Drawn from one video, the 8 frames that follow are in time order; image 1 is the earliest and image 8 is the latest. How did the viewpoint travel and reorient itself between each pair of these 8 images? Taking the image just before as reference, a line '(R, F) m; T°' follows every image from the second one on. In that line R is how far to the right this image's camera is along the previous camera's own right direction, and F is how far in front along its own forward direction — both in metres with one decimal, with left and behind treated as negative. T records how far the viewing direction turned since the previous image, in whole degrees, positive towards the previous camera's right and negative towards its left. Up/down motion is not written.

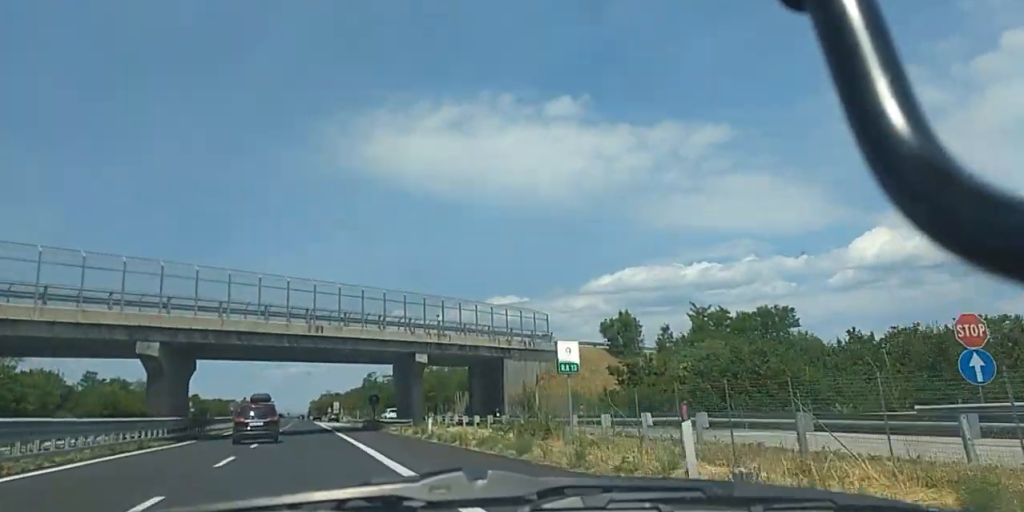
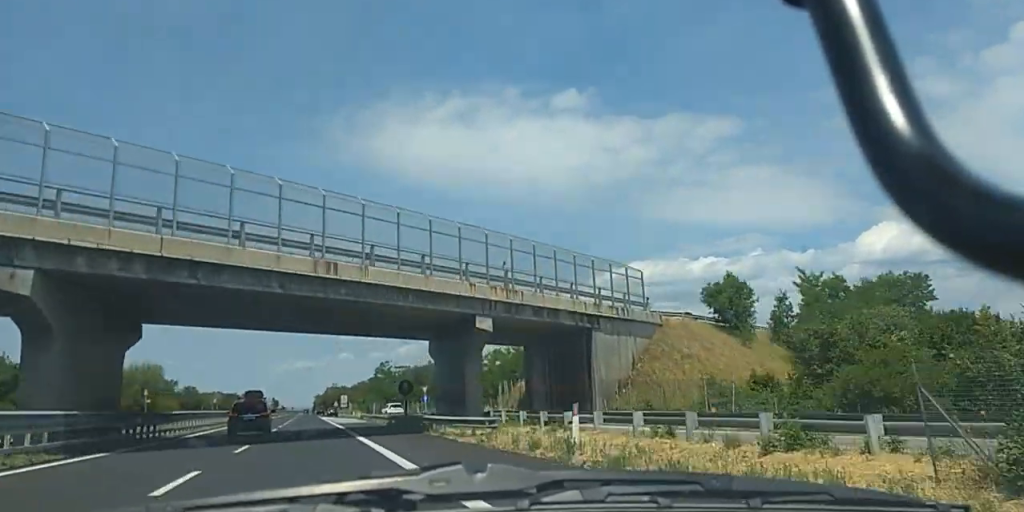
(+0.1, +20.1) m; 0°
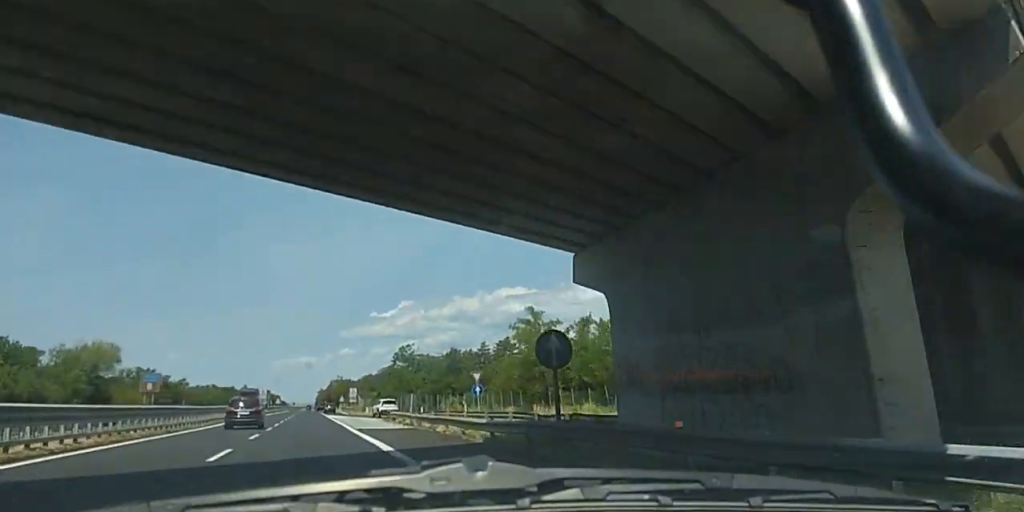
(-0.2, +30.5) m; +1°
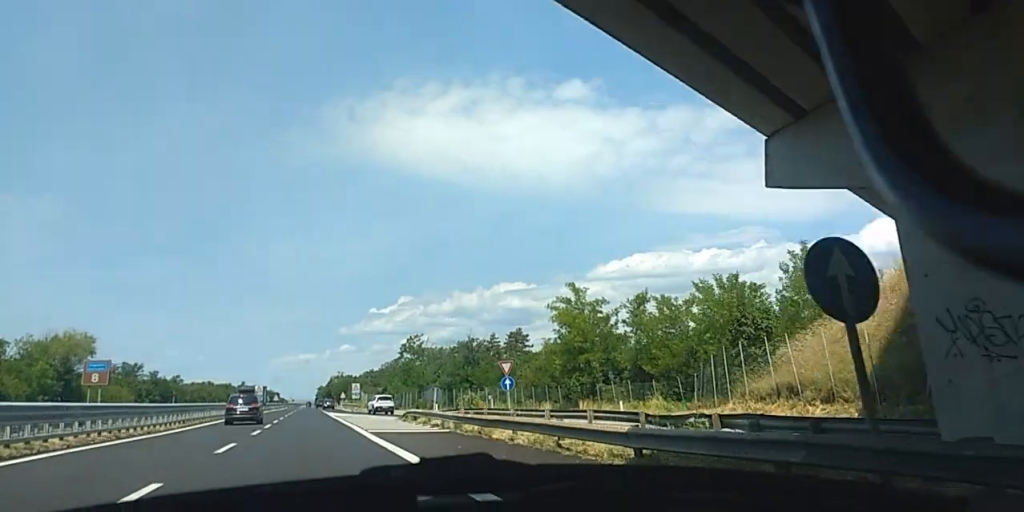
(0.0, +10.7) m; +1°
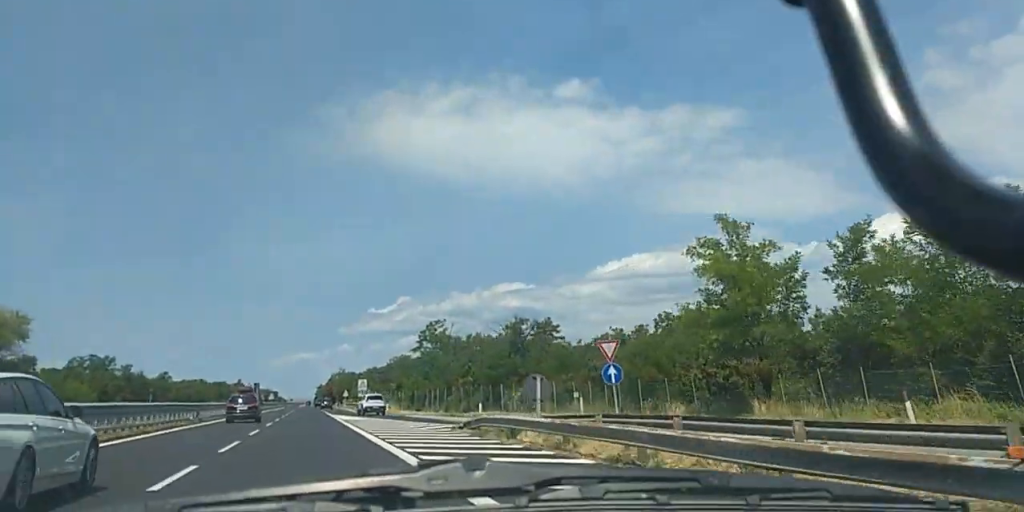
(+0.5, +20.3) m; +1°
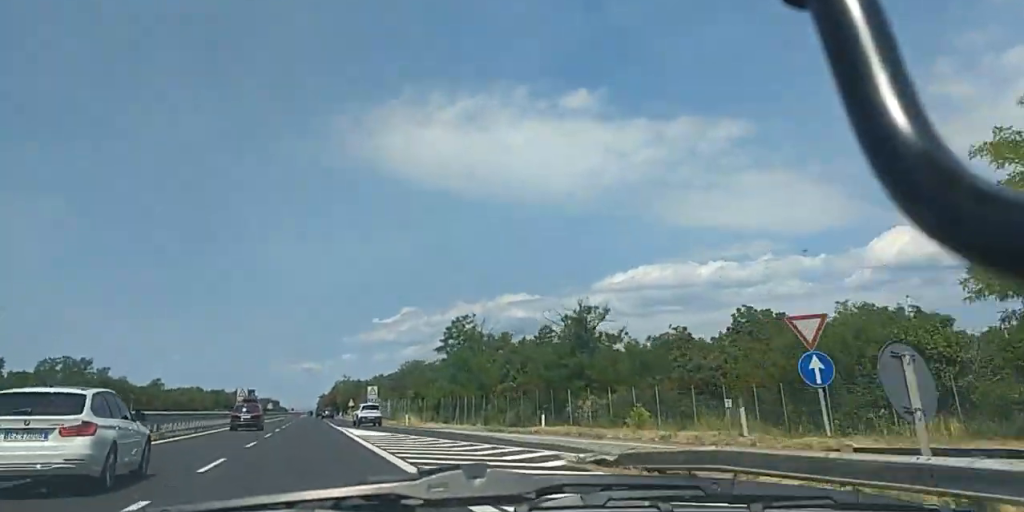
(+0.4, +14.0) m; 0°
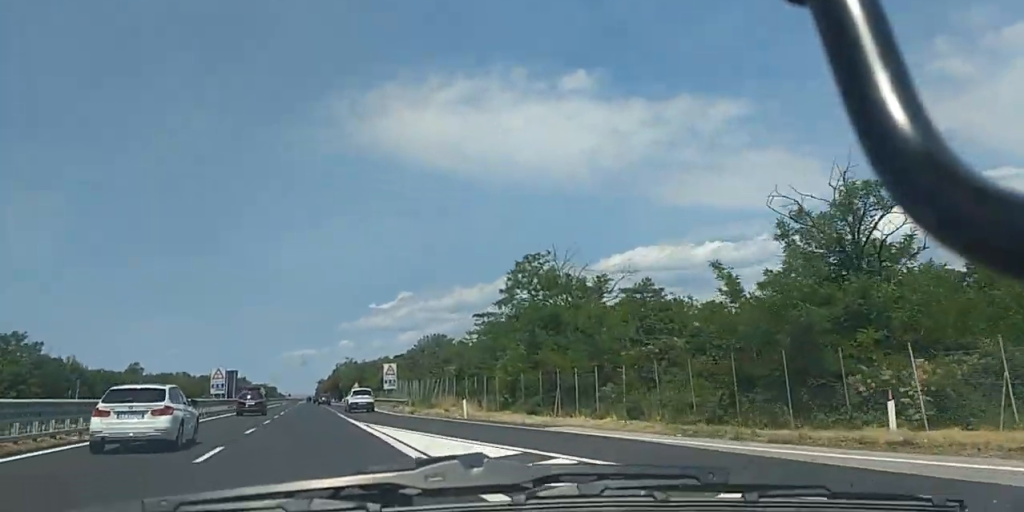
(-0.7, +25.8) m; -2°
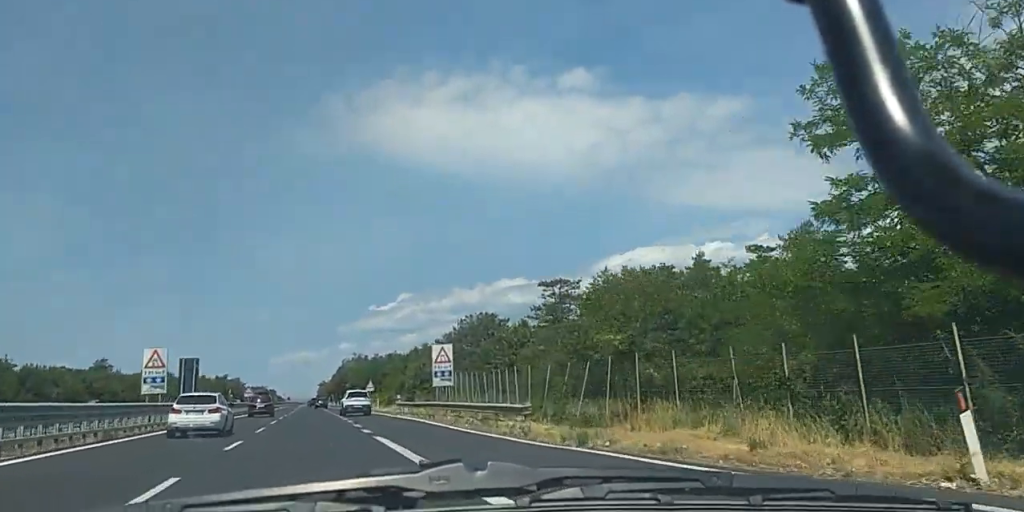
(0.0, +32.5) m; -1°
